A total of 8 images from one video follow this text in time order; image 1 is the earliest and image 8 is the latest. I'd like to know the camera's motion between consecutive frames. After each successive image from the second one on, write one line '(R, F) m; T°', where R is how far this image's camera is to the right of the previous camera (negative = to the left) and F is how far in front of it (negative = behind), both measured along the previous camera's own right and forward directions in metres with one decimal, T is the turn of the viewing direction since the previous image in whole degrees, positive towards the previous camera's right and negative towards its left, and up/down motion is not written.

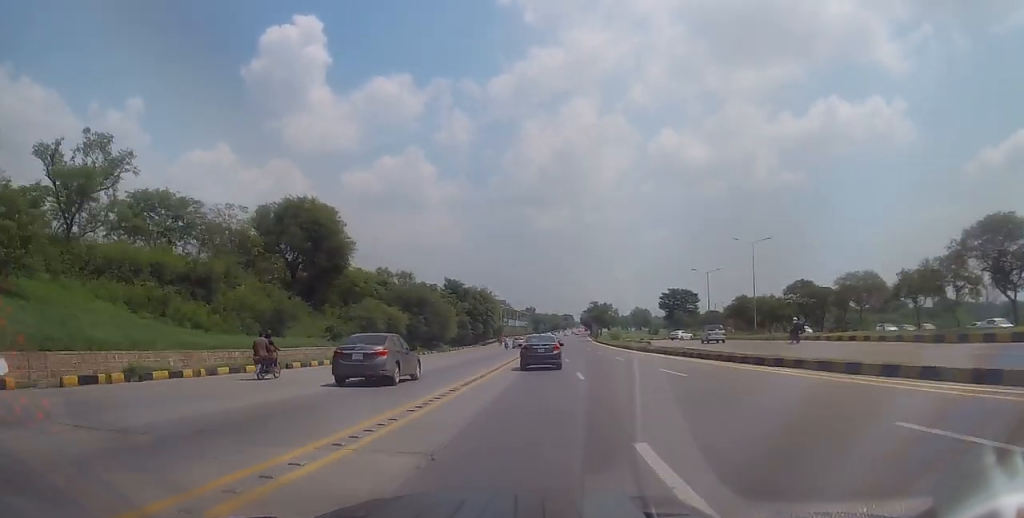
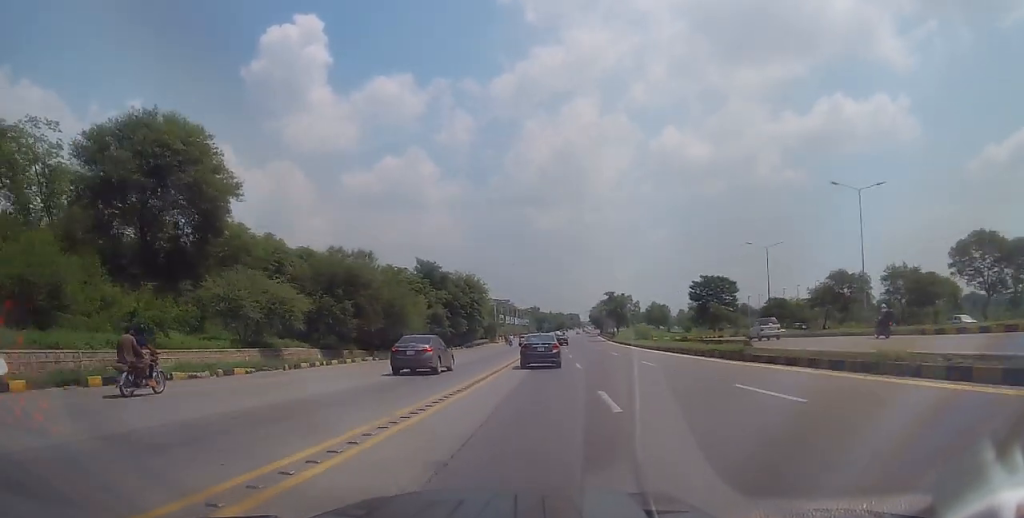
(+0.1, +24.8) m; 0°
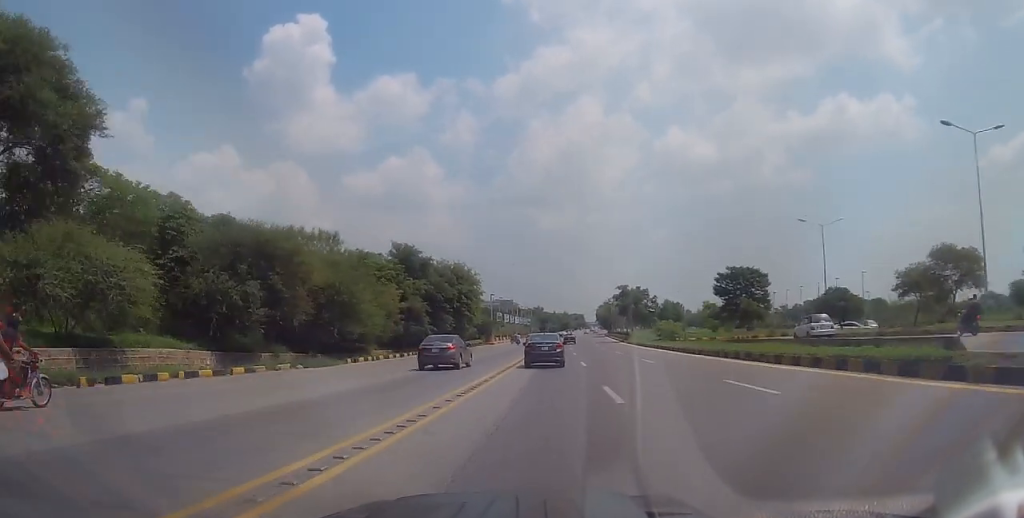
(+0.1, +14.2) m; 0°
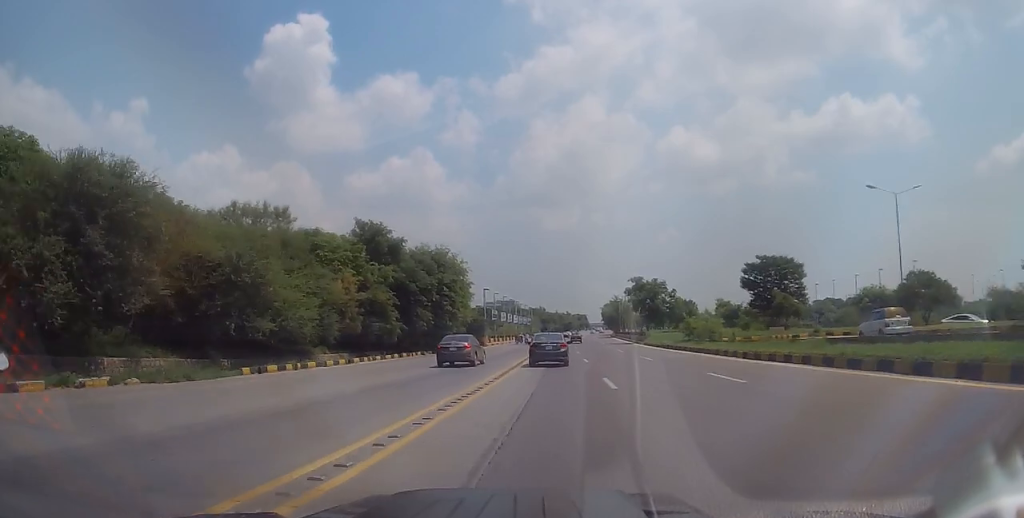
(0.0, +13.0) m; -1°
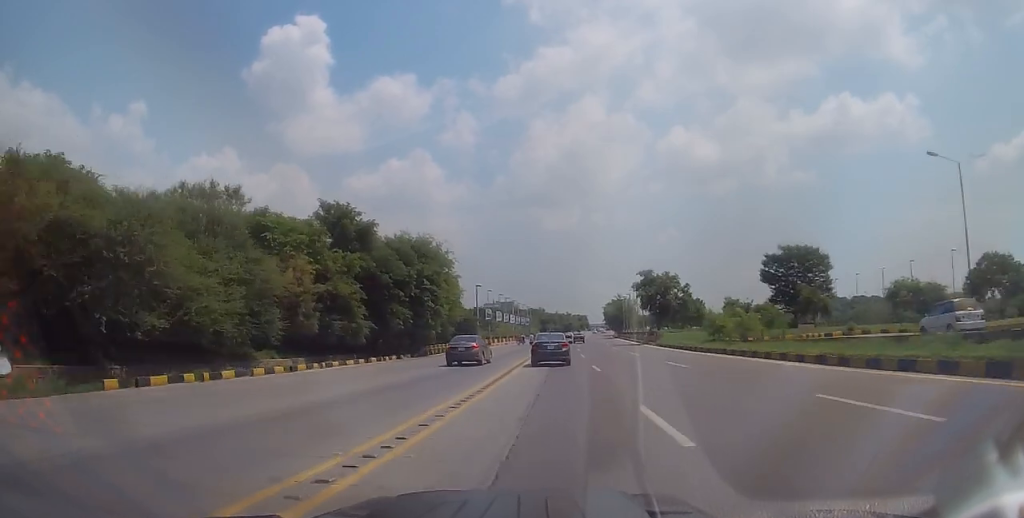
(-0.2, +8.2) m; 0°
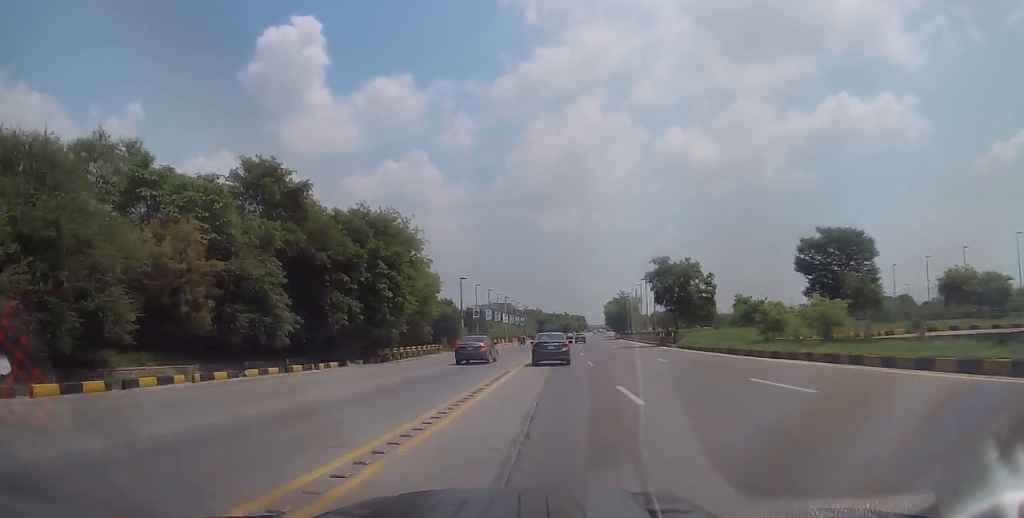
(0.0, +11.7) m; +1°
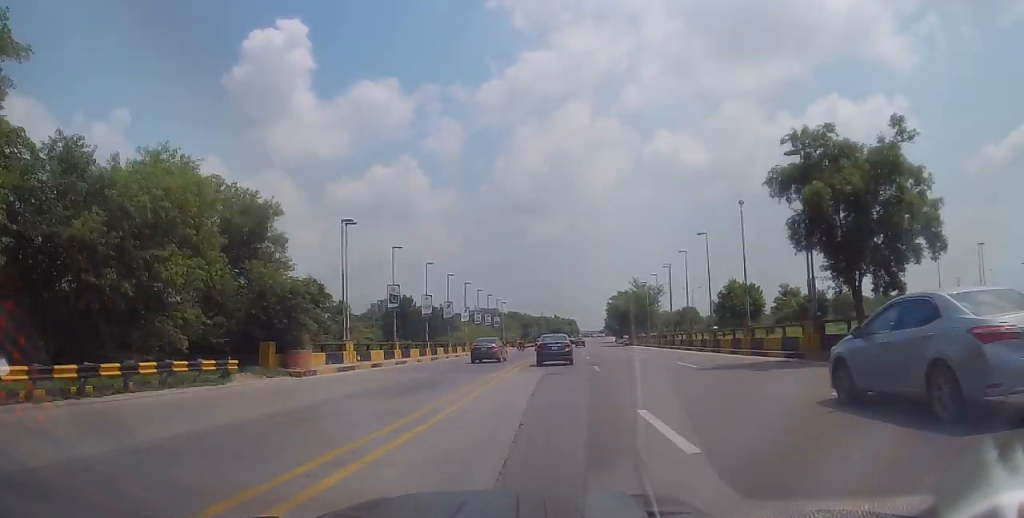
(+0.5, +36.8) m; +1°
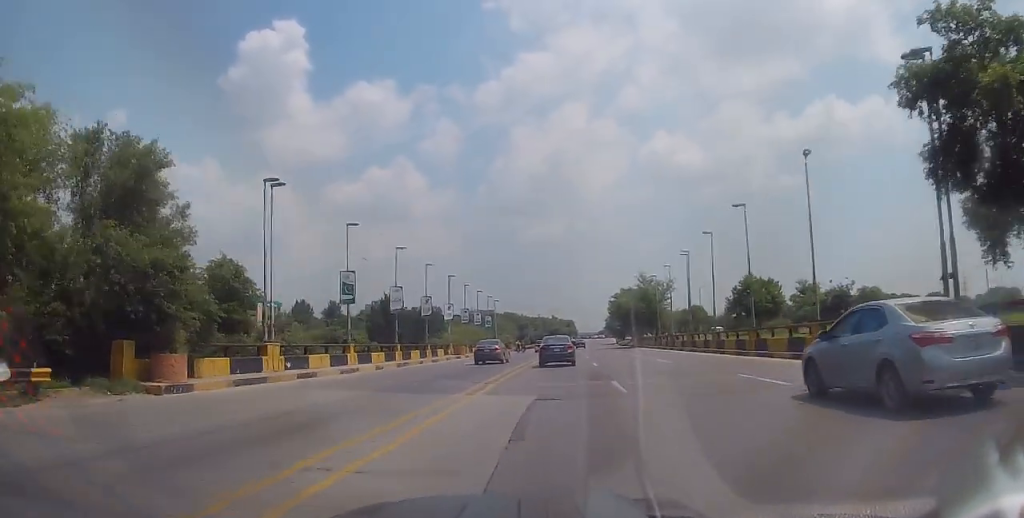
(-0.2, +9.4) m; +1°
